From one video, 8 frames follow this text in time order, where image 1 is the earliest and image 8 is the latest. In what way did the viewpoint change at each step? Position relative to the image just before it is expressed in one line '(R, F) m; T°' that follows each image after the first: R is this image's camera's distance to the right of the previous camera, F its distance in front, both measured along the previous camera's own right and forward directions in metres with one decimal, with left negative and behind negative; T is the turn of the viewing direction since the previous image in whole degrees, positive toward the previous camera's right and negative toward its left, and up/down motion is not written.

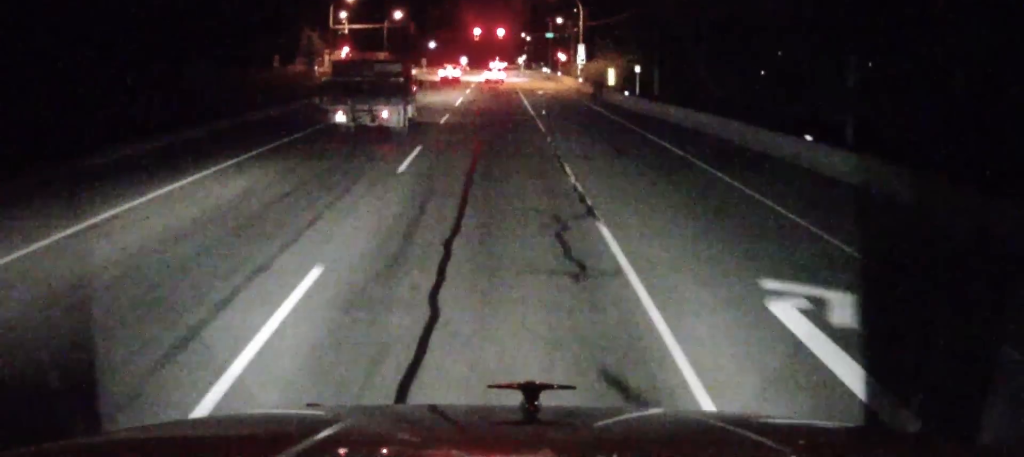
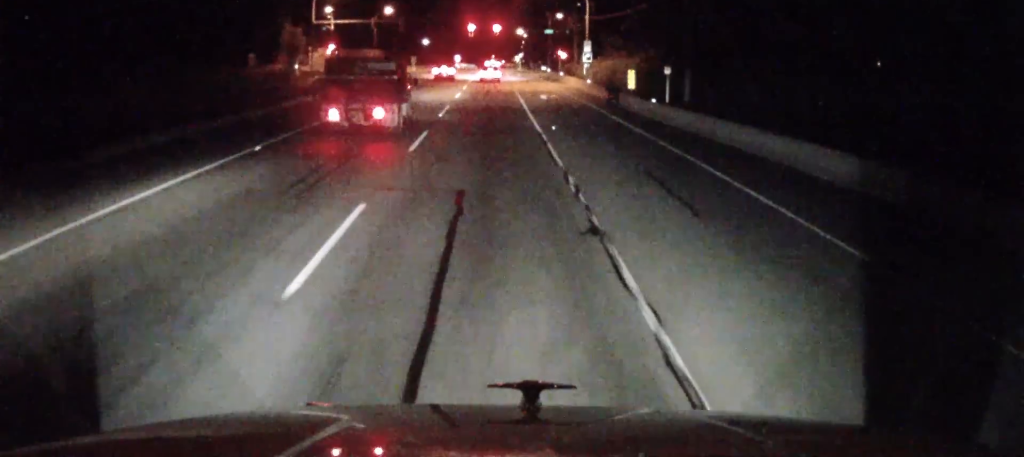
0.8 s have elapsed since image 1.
(-0.1, +9.6) m; 0°
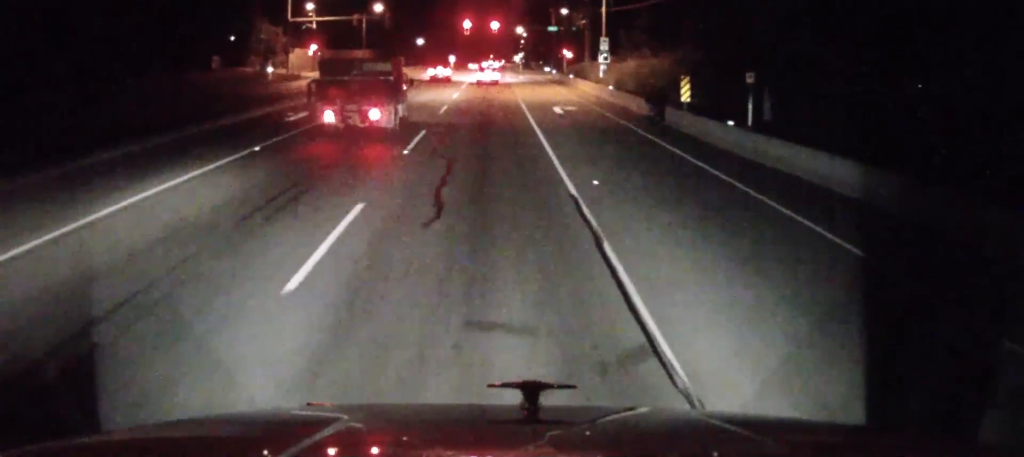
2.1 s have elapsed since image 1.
(0.0, +13.4) m; 0°
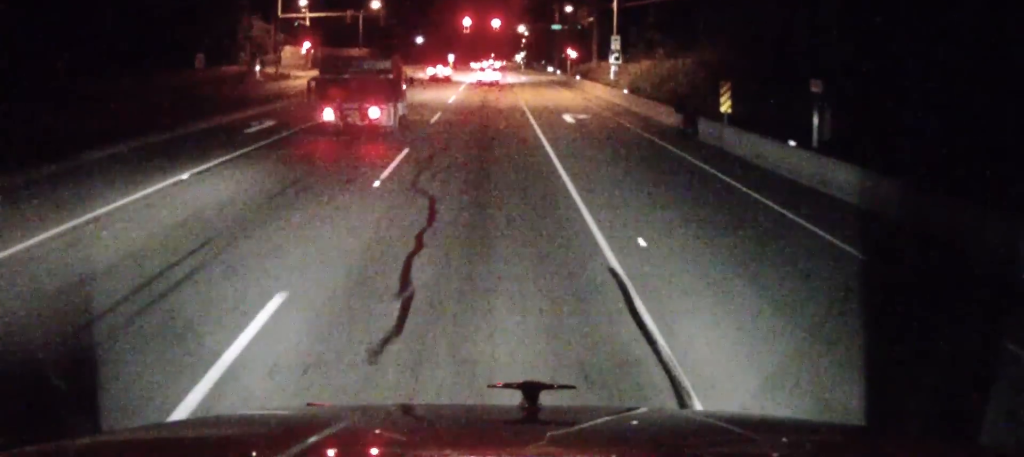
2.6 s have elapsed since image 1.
(0.0, +5.7) m; 0°
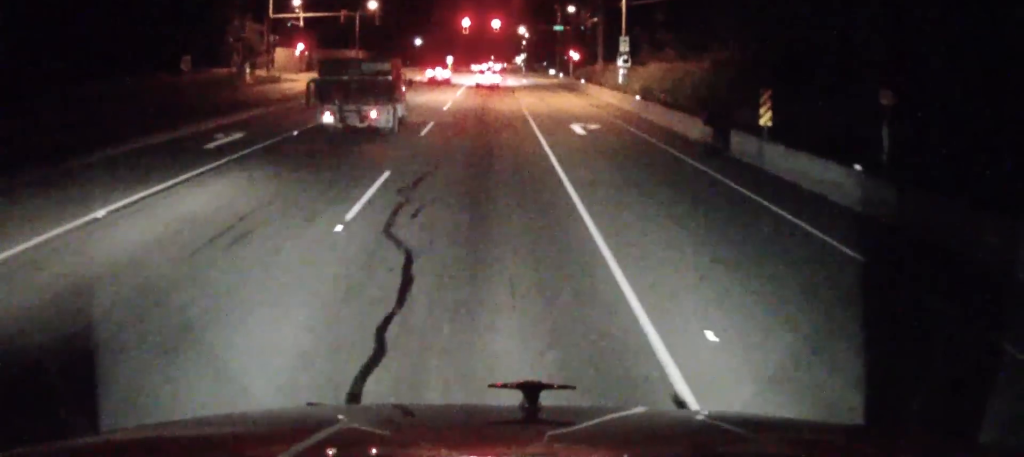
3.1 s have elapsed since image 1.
(0.0, +4.3) m; 0°
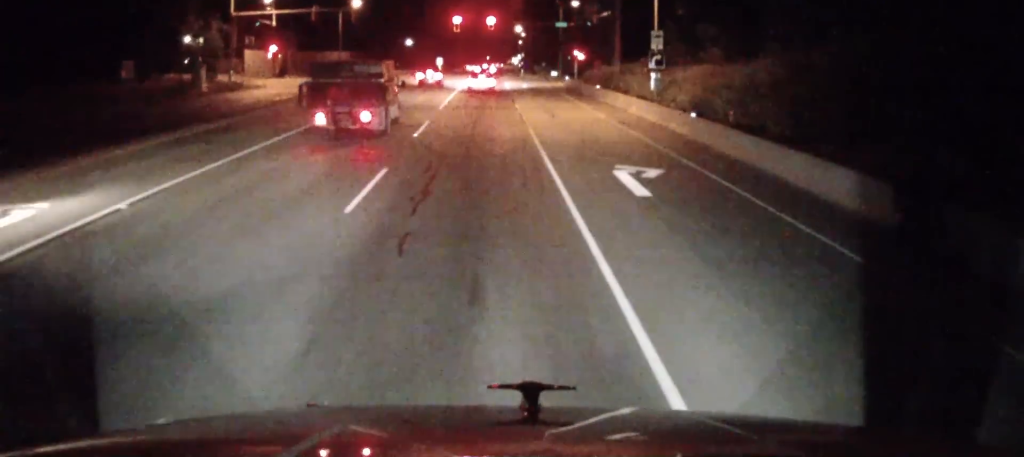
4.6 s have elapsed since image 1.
(-0.2, +13.5) m; -1°
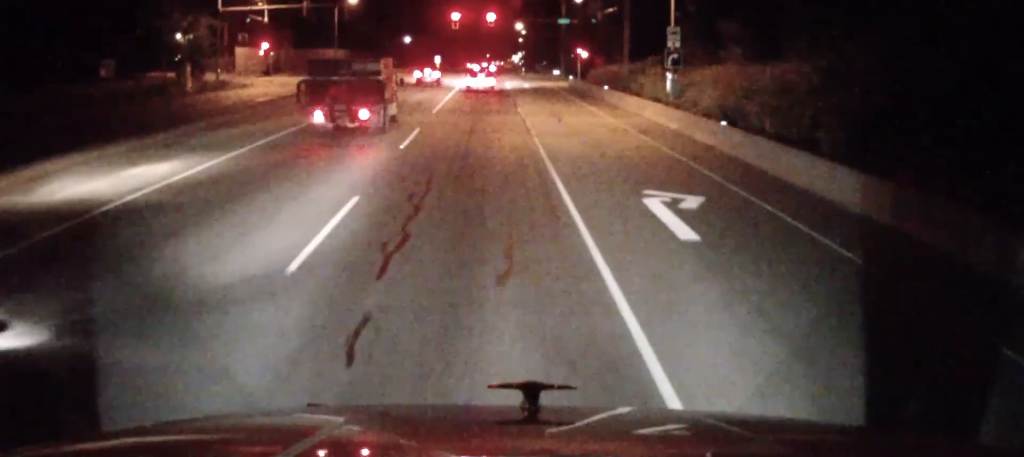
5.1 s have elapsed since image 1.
(0.0, +4.2) m; 0°
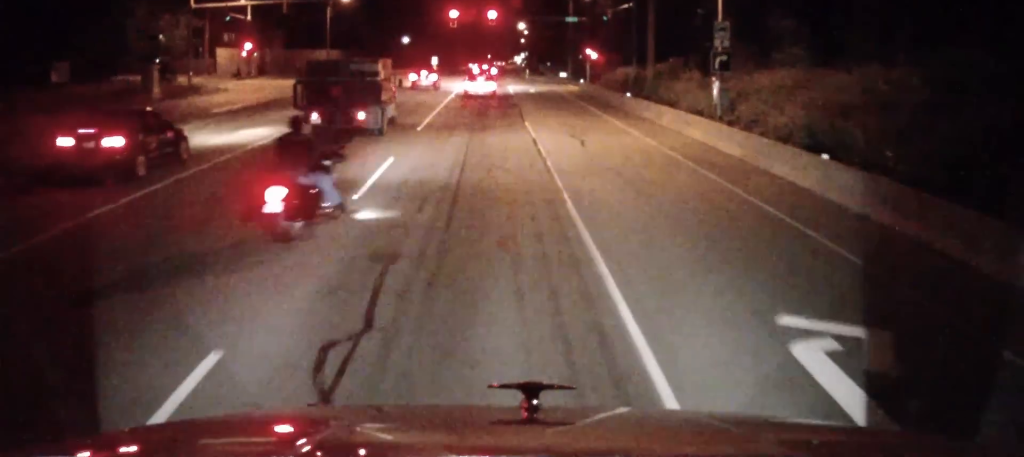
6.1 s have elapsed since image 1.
(0.0, +8.3) m; 0°
